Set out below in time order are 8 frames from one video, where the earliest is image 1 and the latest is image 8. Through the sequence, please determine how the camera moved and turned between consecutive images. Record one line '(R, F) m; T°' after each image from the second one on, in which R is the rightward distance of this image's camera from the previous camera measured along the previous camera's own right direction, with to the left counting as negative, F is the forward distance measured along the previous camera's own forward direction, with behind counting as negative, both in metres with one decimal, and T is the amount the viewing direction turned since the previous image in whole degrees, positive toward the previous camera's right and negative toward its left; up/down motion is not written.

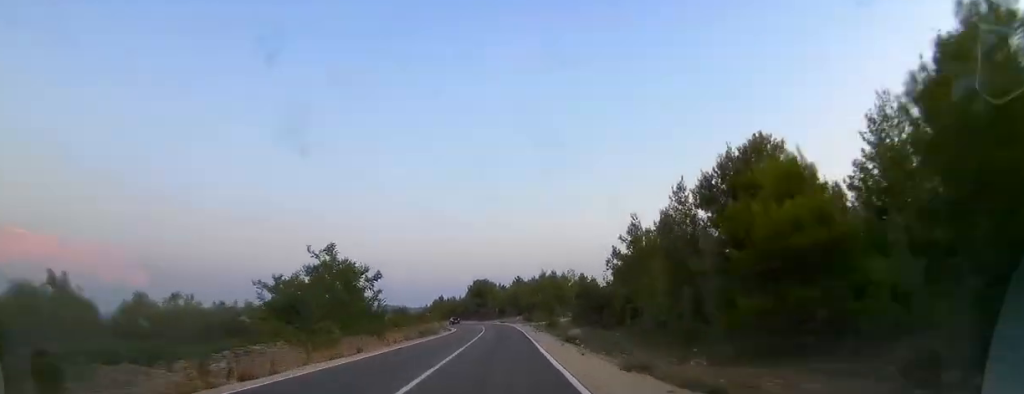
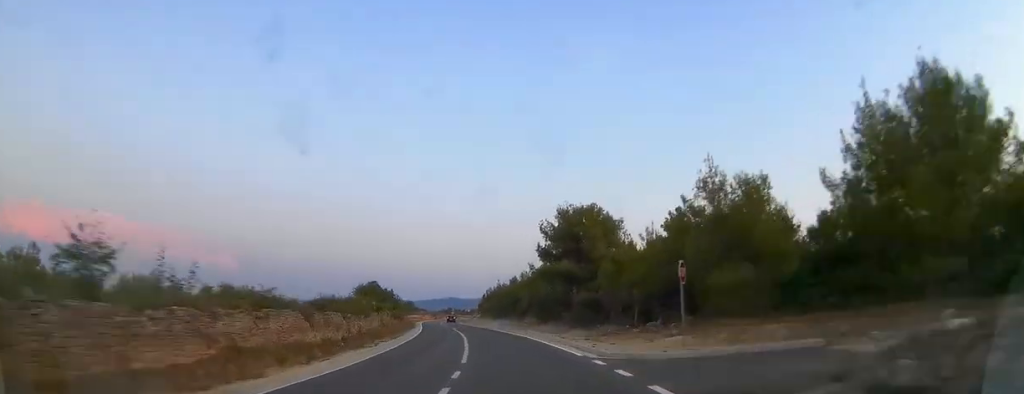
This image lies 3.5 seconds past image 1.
(-4.1, +83.9) m; -8°
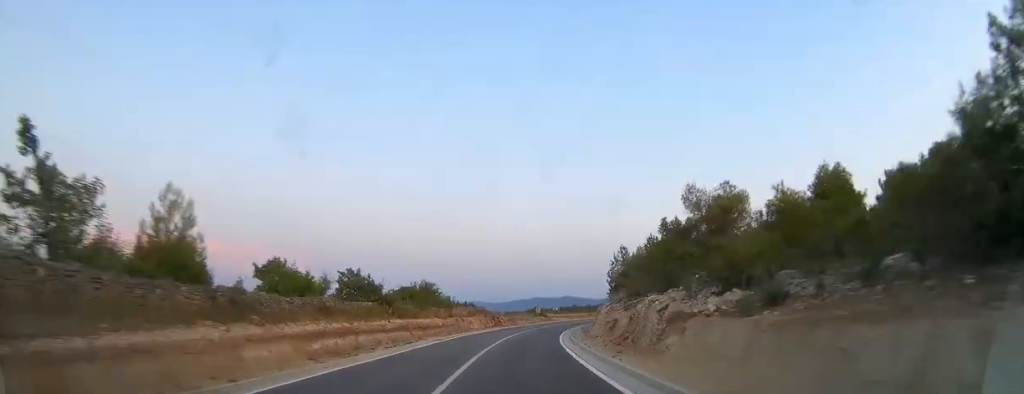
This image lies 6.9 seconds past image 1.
(-7.8, +78.1) m; -7°
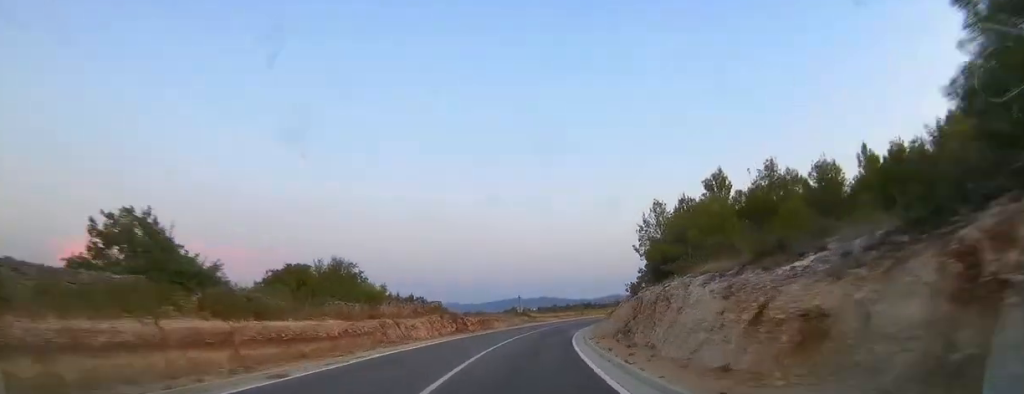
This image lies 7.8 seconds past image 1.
(-0.4, +20.8) m; +2°
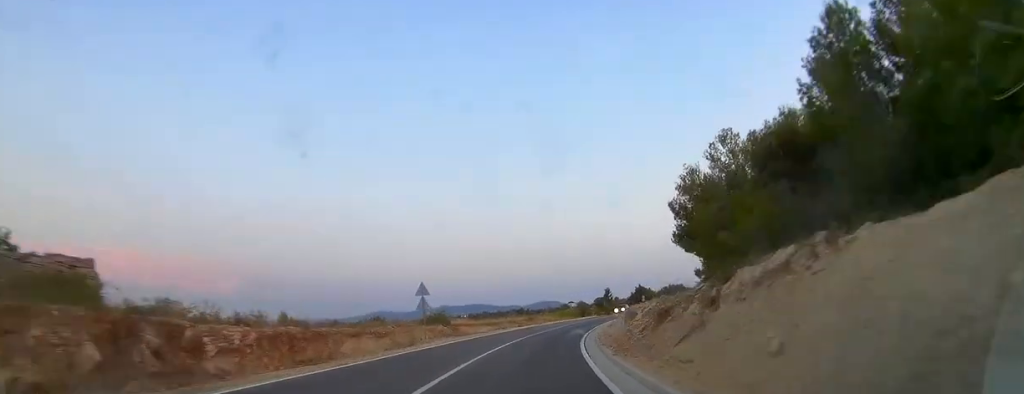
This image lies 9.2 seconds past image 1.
(+1.0, +30.5) m; +6°
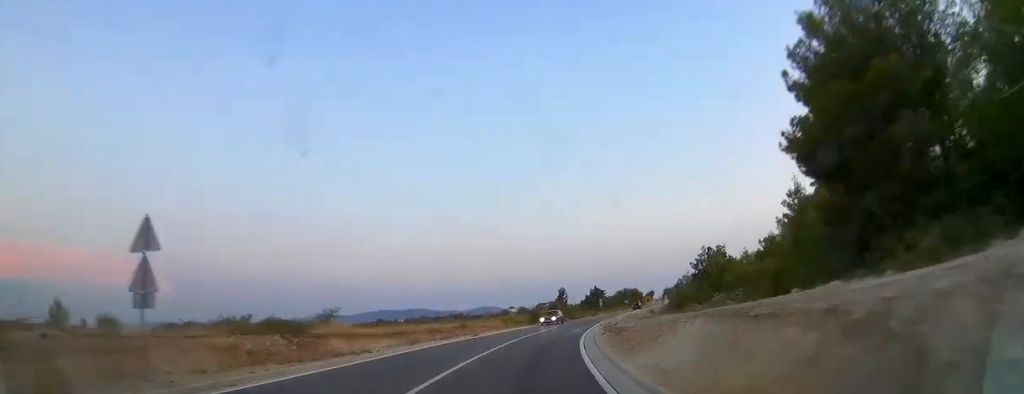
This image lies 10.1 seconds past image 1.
(+0.5, +20.1) m; +5°
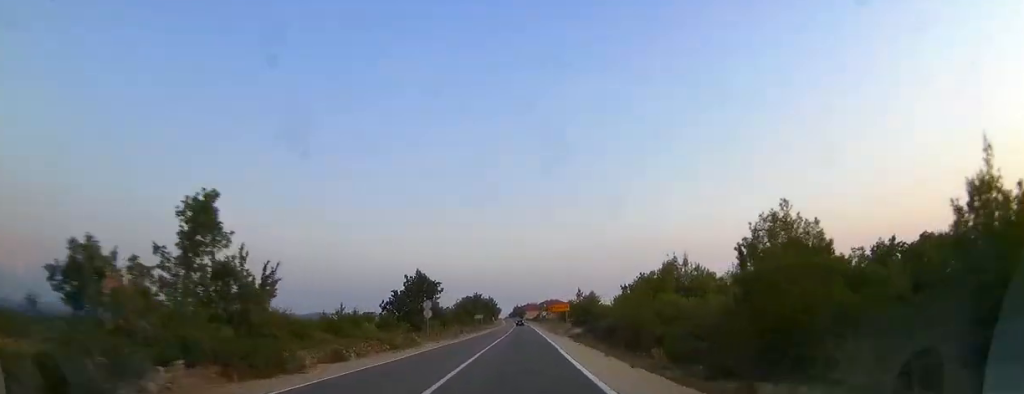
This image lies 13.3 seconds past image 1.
(+10.3, +65.7) m; +14°
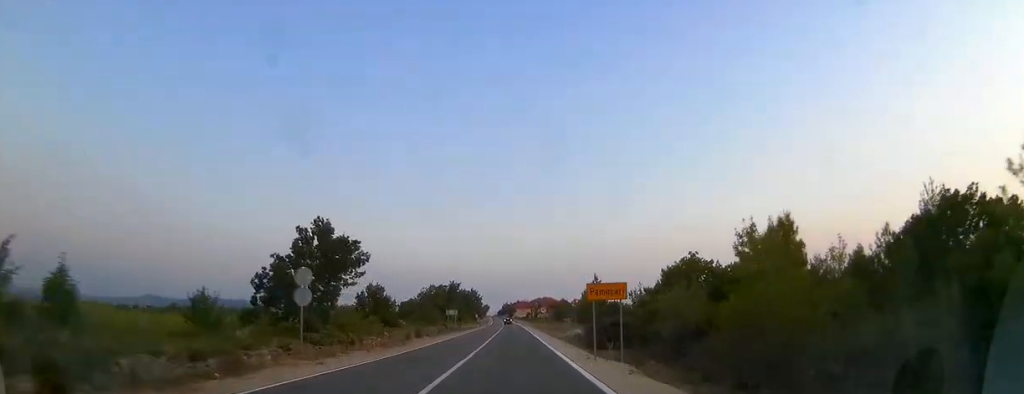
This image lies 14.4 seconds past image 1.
(+0.9, +21.8) m; +2°
